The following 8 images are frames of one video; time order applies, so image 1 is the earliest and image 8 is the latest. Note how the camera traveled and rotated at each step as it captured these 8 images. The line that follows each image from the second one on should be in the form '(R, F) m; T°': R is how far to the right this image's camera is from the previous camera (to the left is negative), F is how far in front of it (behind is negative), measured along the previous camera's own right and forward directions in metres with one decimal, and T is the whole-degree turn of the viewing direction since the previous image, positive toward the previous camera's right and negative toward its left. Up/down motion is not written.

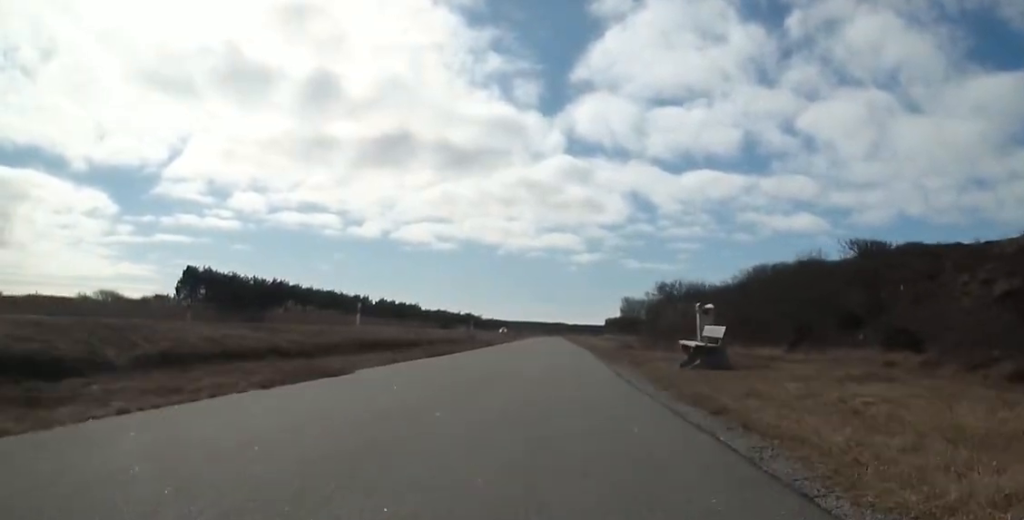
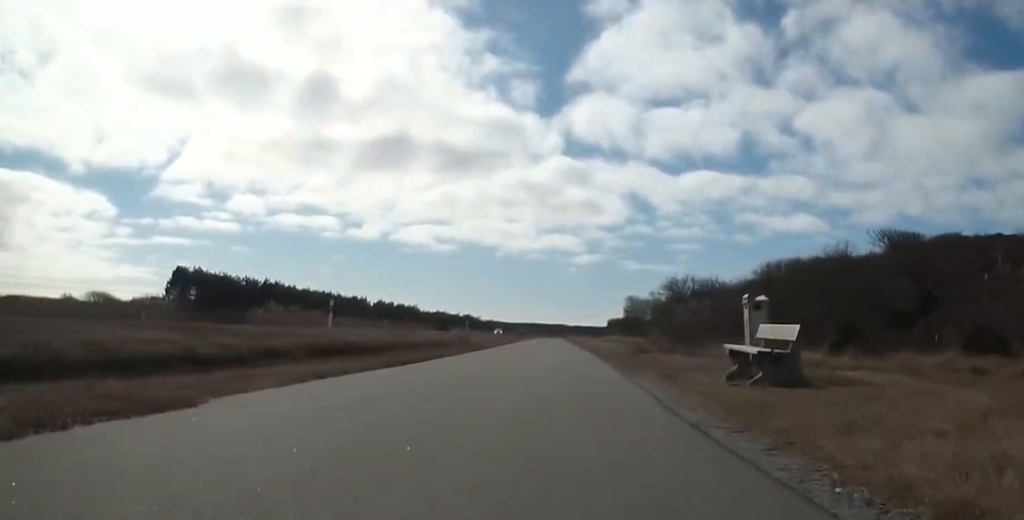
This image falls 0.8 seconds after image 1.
(0.0, +4.1) m; -2°
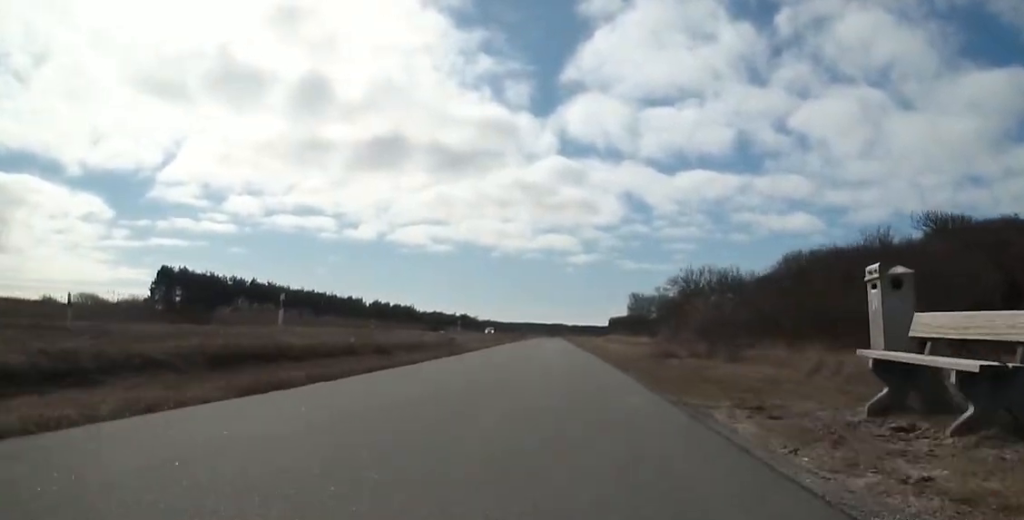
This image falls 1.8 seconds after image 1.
(-0.1, +5.0) m; -3°
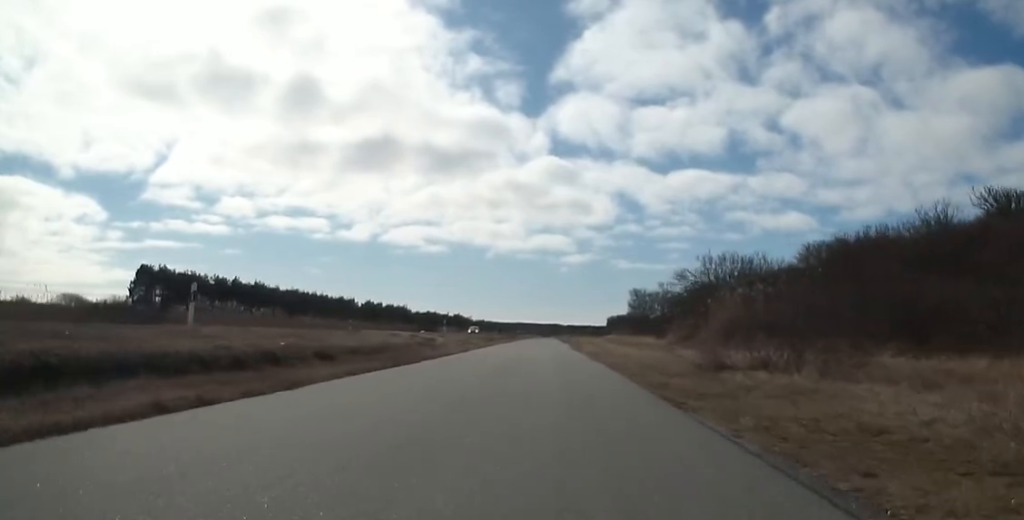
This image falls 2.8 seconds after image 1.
(-0.2, +5.7) m; -1°
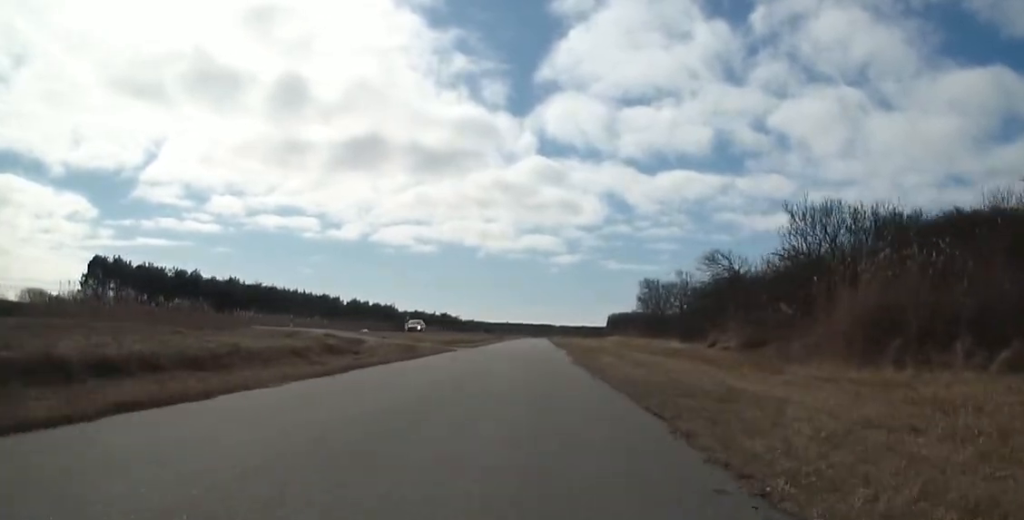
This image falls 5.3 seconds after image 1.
(+1.3, +12.6) m; +5°
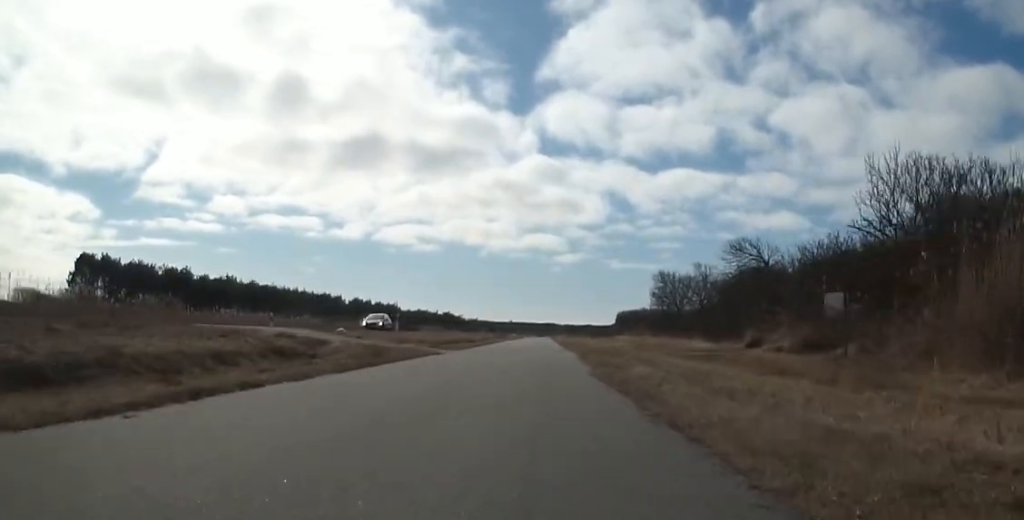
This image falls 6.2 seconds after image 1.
(-0.5, +4.8) m; -5°
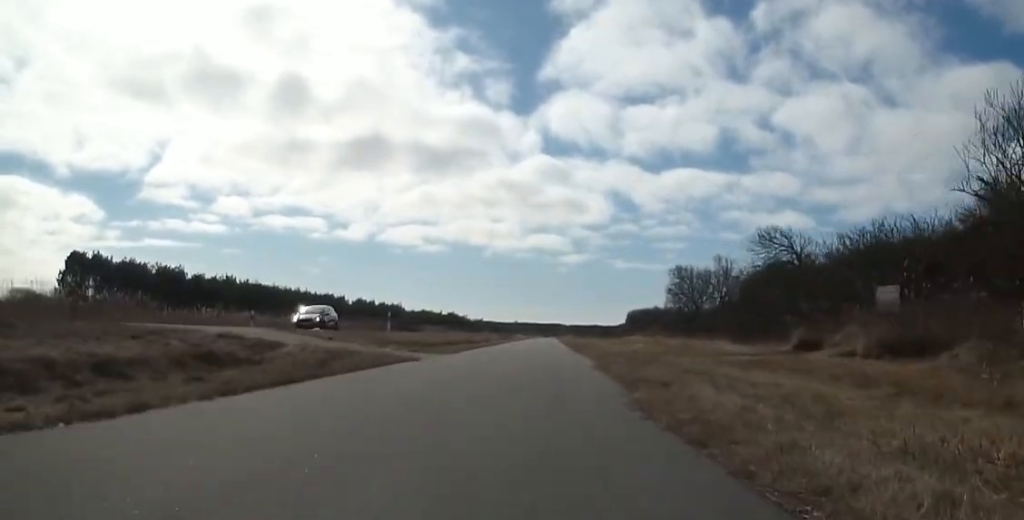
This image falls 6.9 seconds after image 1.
(-0.1, +4.1) m; +2°
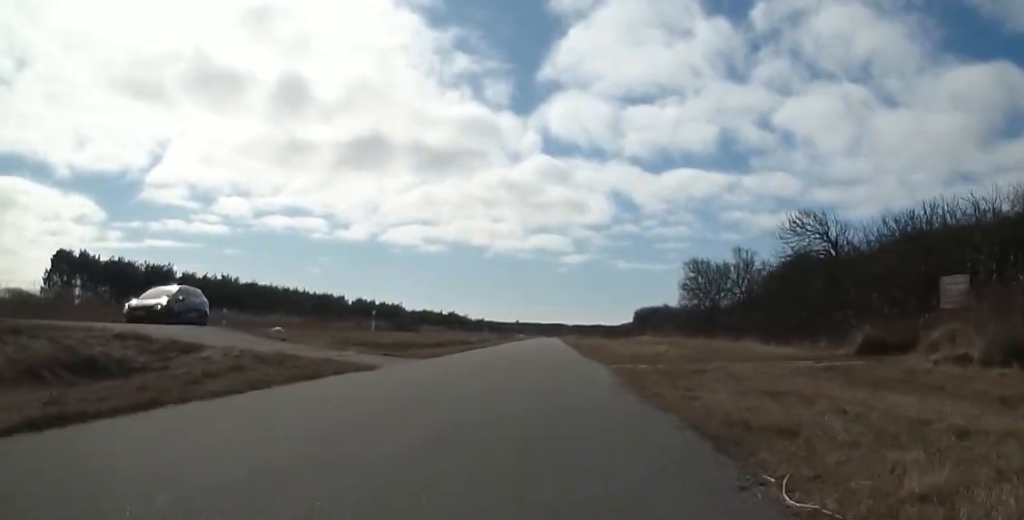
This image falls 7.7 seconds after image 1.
(-0.1, +4.1) m; +4°
